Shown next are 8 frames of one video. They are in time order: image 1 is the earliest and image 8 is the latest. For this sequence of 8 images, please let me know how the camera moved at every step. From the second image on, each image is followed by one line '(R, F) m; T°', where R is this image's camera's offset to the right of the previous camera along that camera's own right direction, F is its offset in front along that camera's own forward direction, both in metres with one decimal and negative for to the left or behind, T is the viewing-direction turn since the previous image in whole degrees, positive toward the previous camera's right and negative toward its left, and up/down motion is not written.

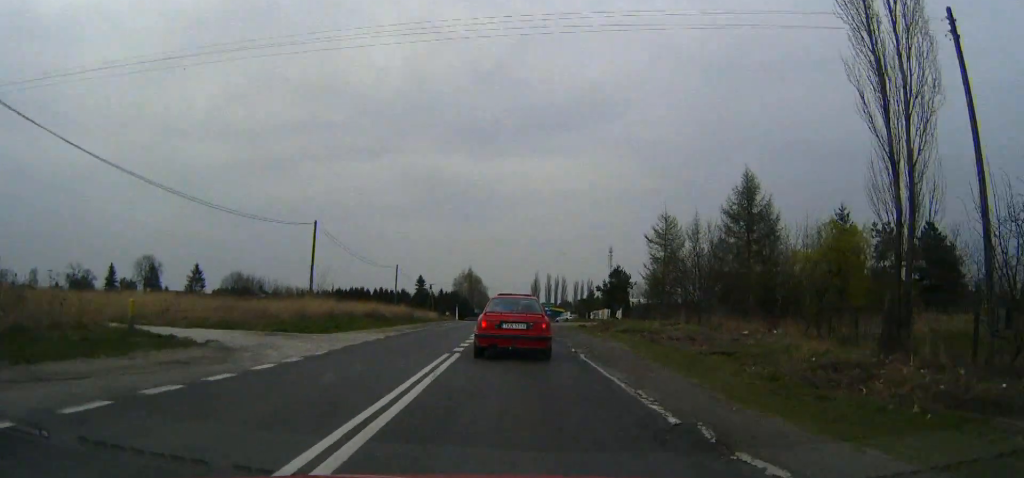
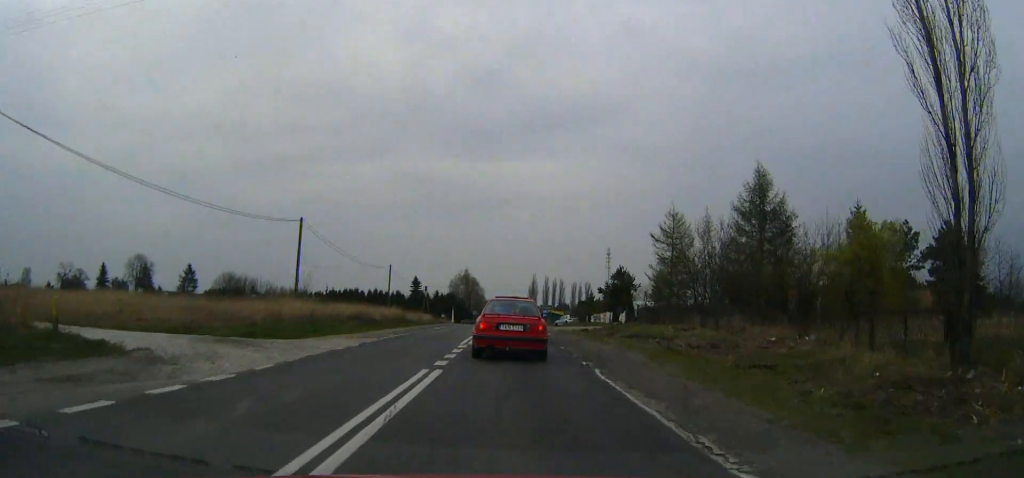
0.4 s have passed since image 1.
(0.0, +3.9) m; 0°
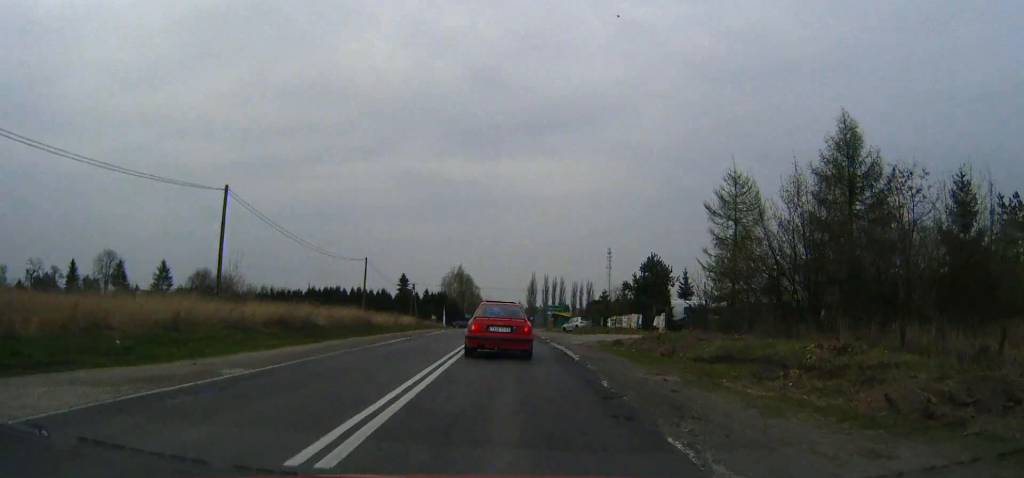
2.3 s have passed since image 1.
(+0.1, +17.1) m; 0°
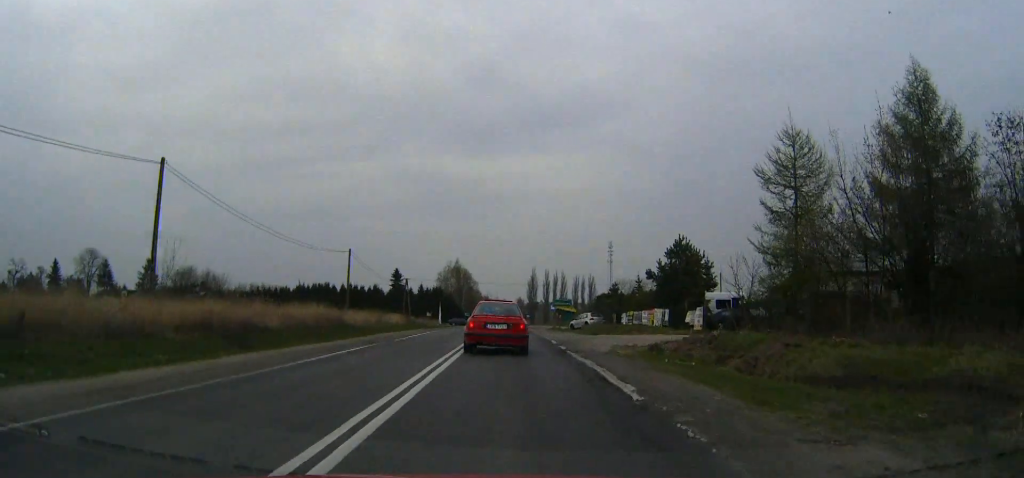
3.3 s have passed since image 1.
(0.0, +9.3) m; 0°
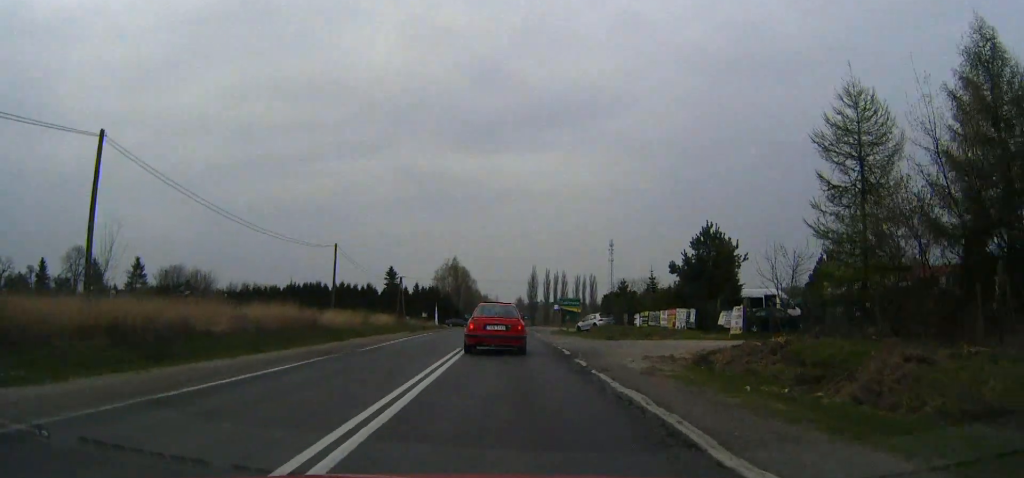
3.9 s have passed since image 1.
(0.0, +6.6) m; 0°
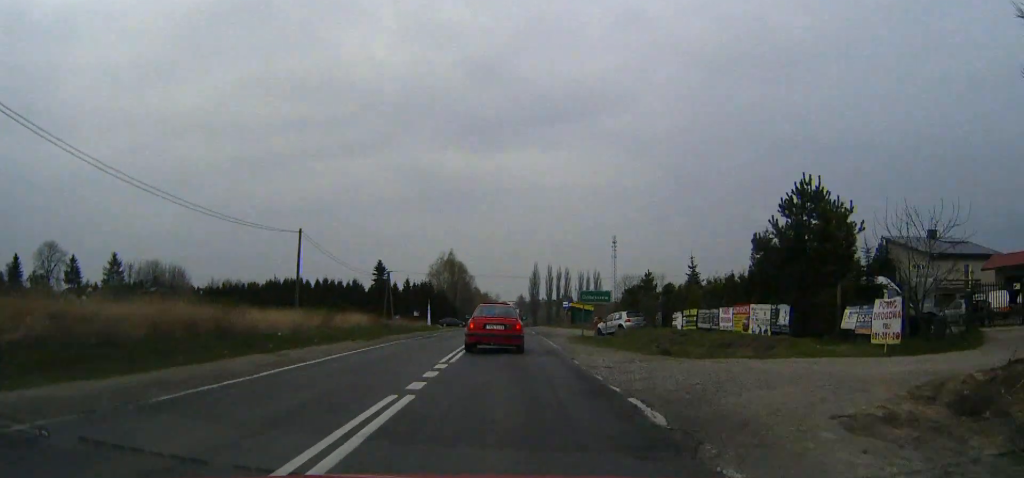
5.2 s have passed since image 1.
(0.0, +13.3) m; 0°
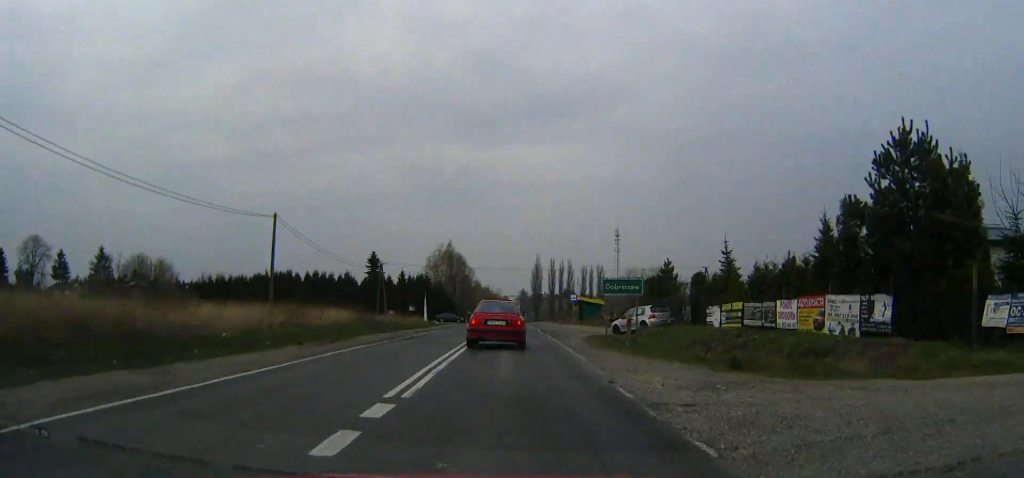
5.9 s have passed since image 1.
(0.0, +7.4) m; 0°
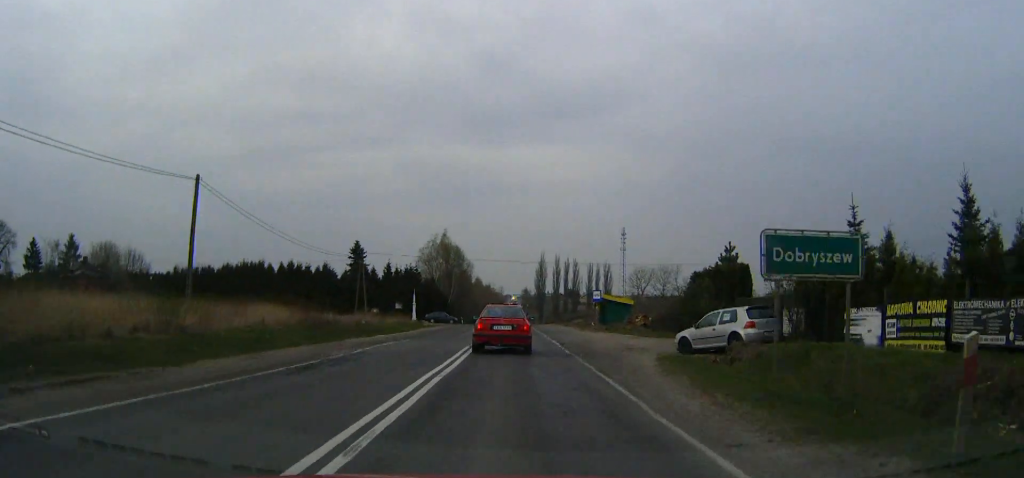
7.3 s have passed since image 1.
(0.0, +15.8) m; 0°
